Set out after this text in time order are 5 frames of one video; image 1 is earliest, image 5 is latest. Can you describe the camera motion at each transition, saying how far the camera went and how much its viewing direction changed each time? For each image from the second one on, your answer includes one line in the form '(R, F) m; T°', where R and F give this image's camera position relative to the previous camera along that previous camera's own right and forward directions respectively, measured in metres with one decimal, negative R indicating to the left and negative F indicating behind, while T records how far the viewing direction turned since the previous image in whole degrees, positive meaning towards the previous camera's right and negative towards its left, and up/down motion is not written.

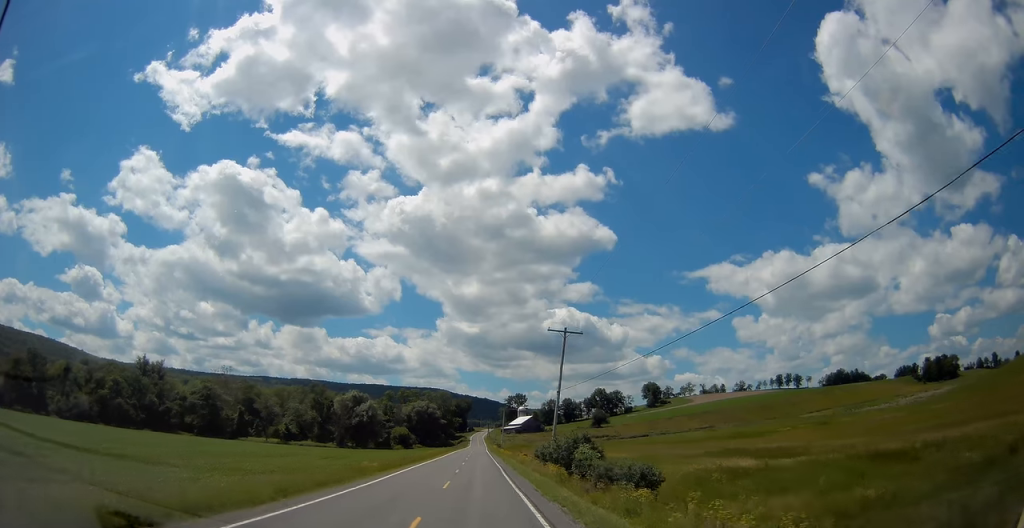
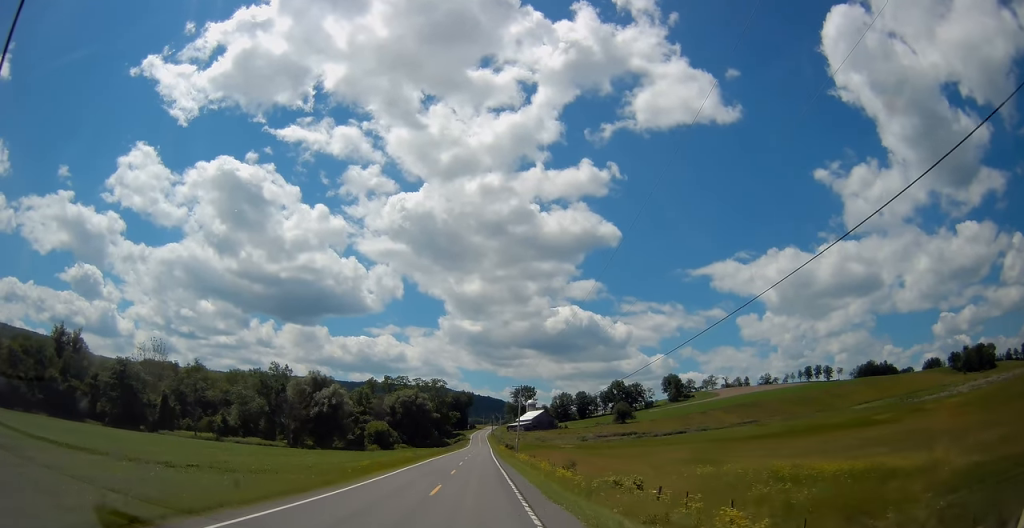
(-0.8, +51.1) m; -1°
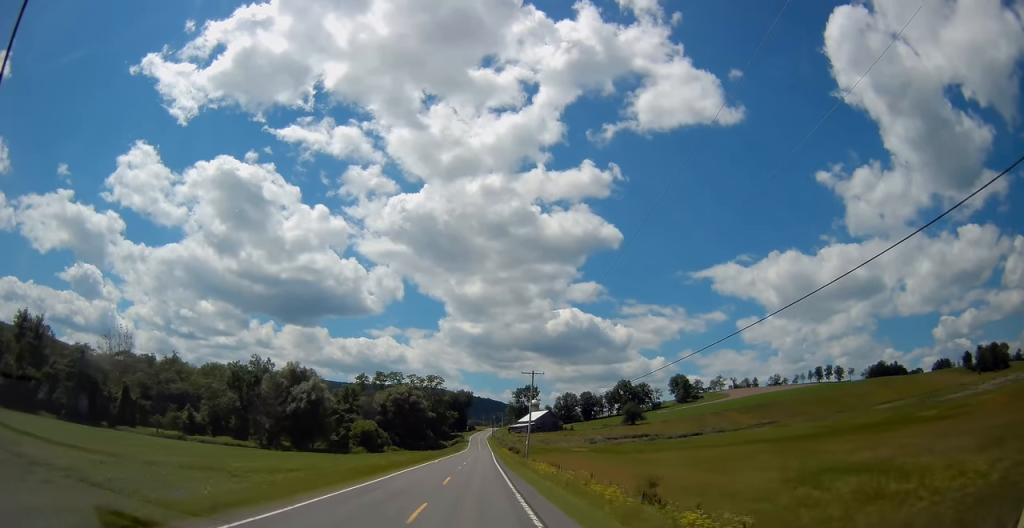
(+0.3, +18.1) m; 0°
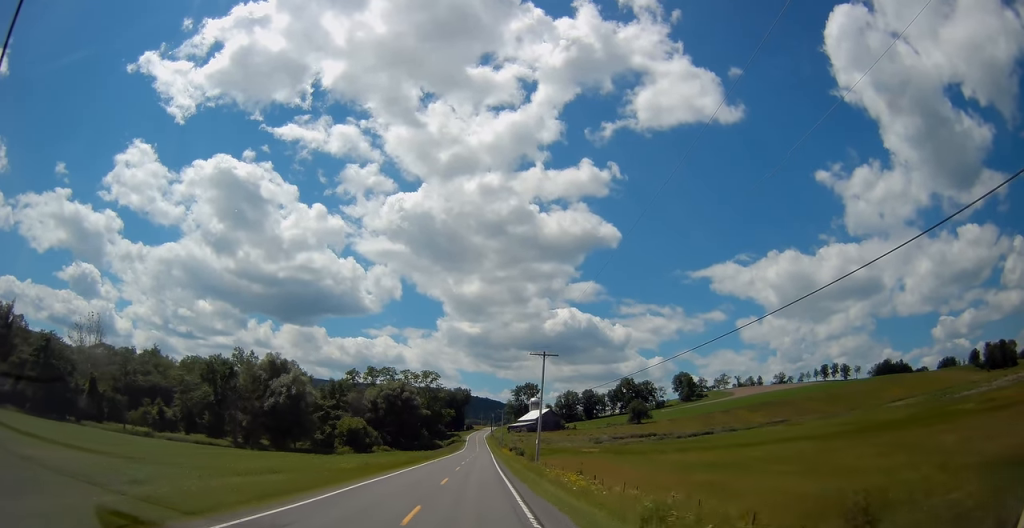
(-0.2, +12.6) m; 0°
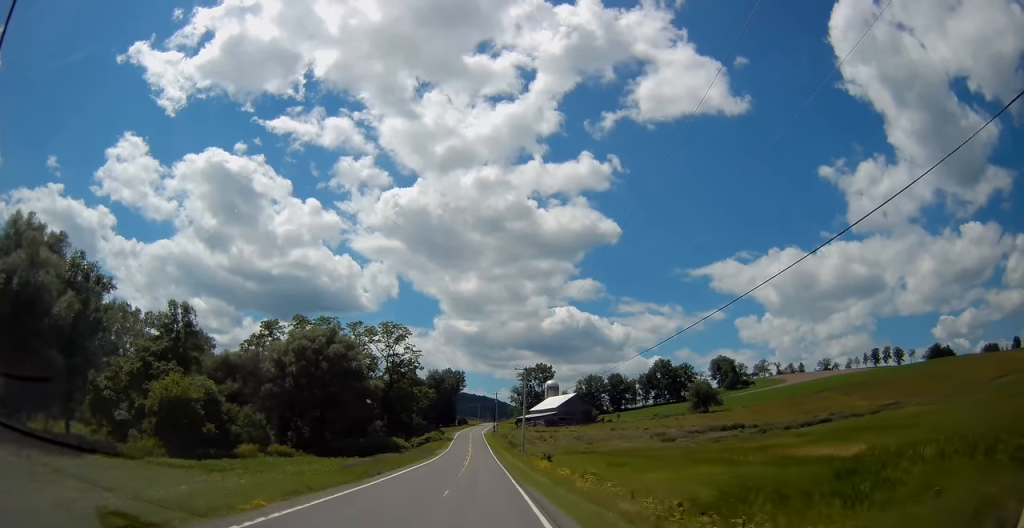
(+0.2, +77.7) m; +1°
